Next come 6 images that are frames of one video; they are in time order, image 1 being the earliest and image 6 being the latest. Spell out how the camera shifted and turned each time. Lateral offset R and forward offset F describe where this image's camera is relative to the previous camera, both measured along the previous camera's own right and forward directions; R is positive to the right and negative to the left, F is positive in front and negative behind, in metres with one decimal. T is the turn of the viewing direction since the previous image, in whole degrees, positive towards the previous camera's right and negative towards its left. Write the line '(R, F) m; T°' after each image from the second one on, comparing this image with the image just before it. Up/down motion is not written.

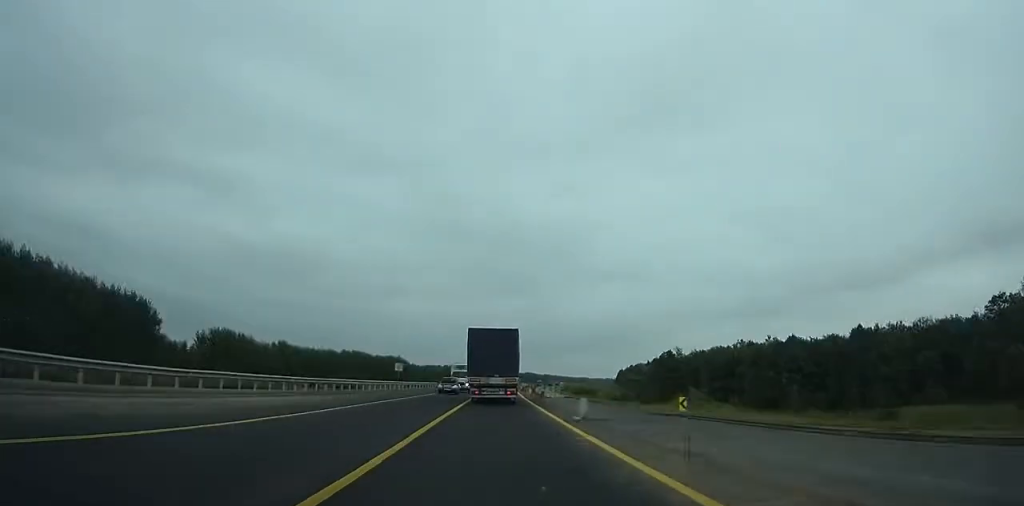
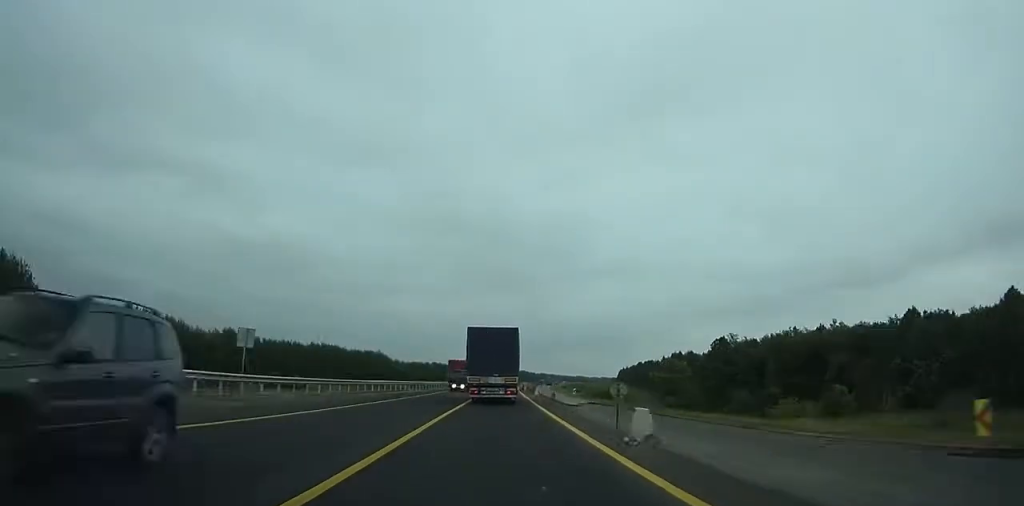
(+0.4, +41.3) m; +1°
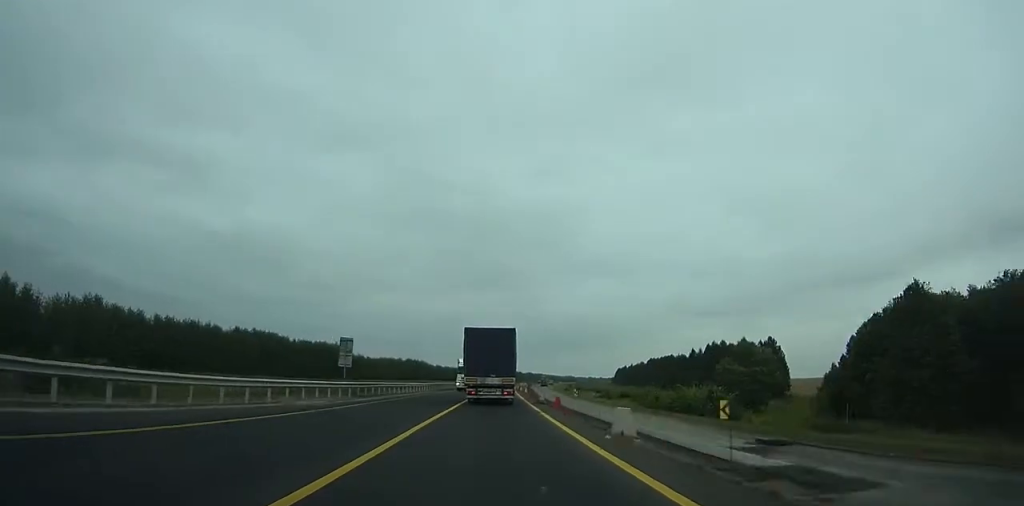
(+0.7, +62.4) m; +1°
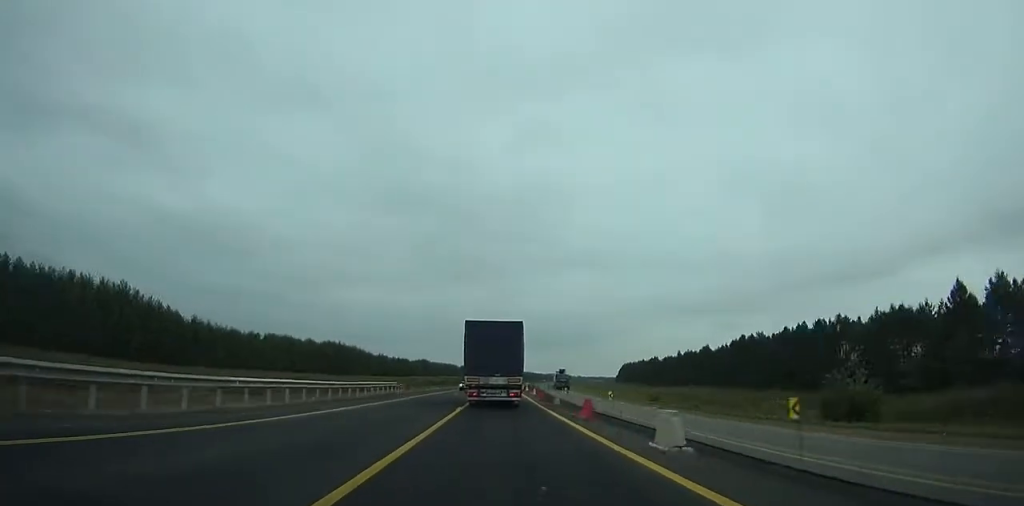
(+2.4, +143.6) m; +3°
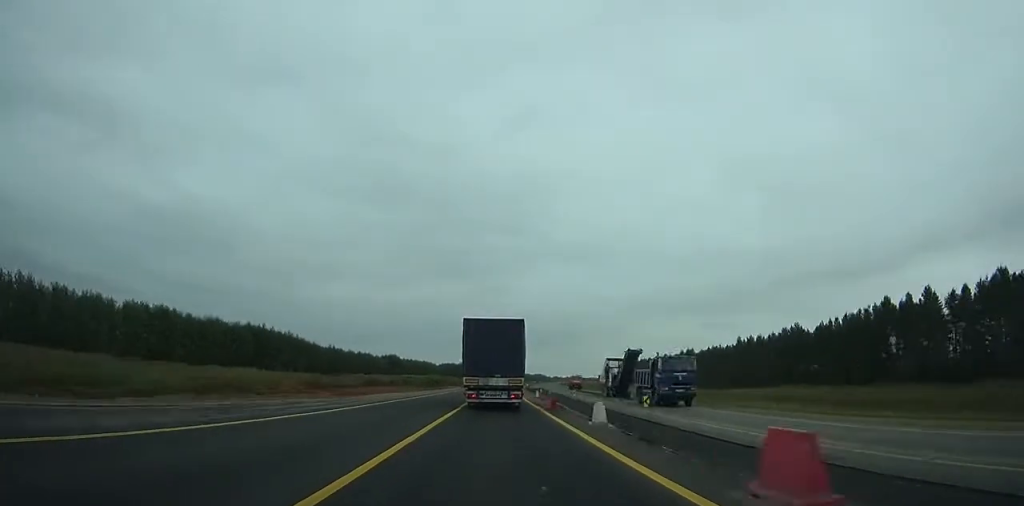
(+1.3, +74.4) m; +2°
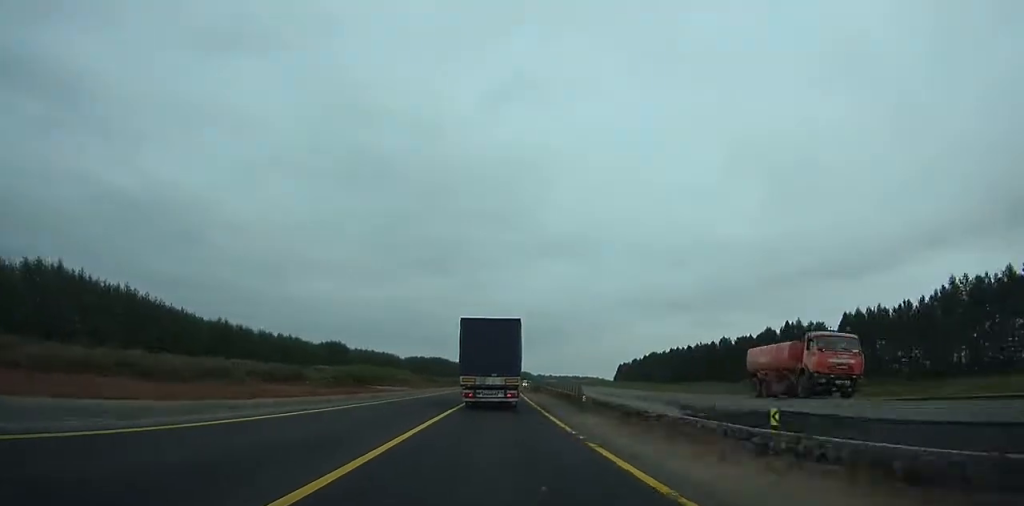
(+1.7, +94.0) m; +2°
